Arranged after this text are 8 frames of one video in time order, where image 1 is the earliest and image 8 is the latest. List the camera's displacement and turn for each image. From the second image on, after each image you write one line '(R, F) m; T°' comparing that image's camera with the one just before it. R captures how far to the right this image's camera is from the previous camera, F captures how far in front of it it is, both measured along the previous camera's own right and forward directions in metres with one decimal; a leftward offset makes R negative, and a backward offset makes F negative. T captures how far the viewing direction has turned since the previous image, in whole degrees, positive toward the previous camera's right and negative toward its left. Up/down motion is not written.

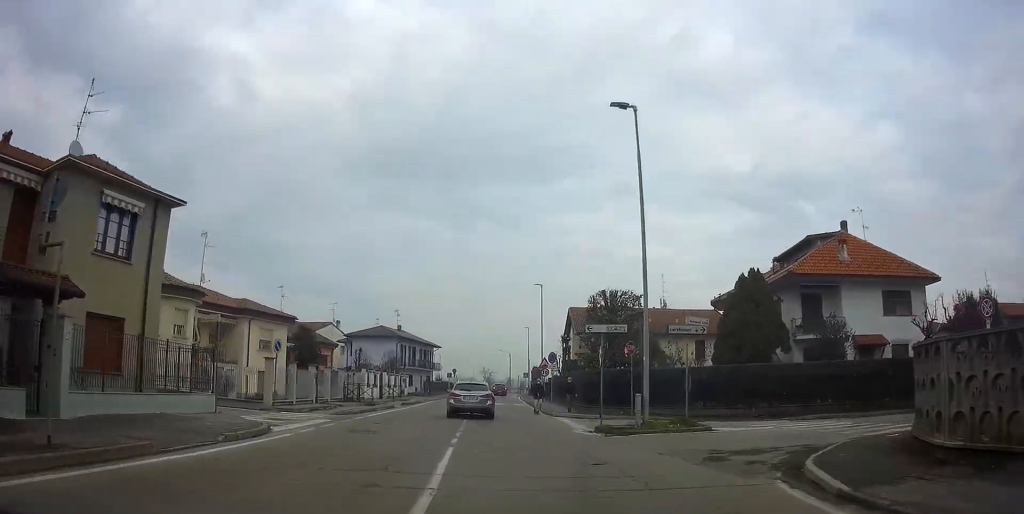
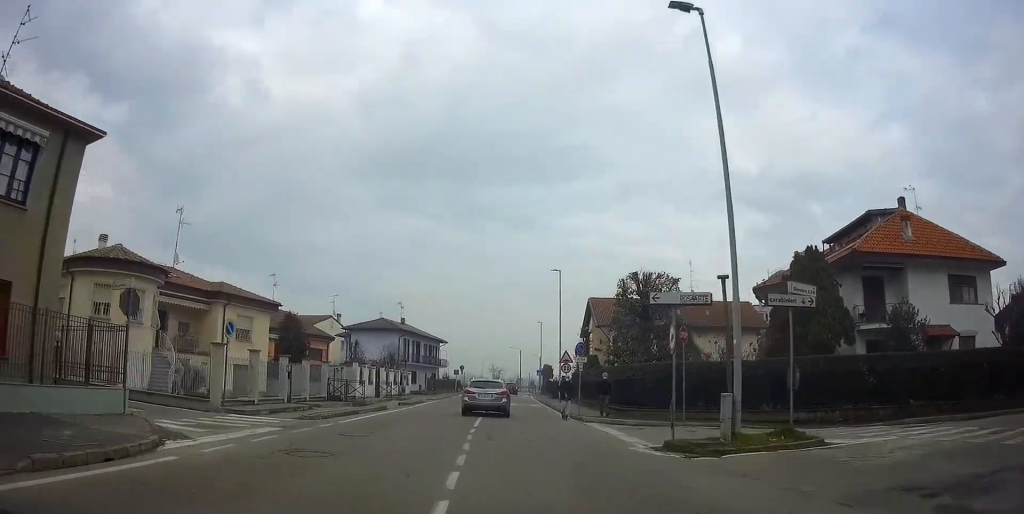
(-0.1, +5.8) m; -1°
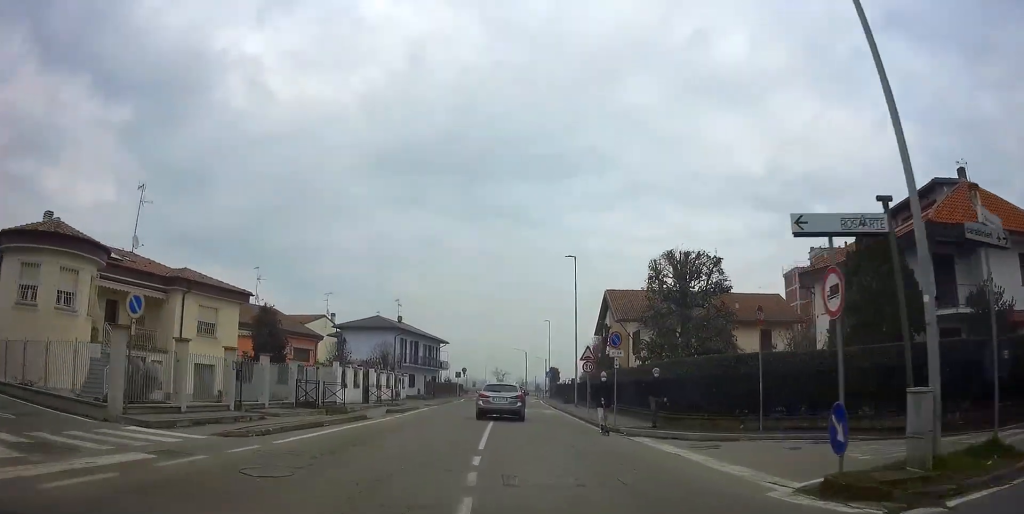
(-0.2, +5.8) m; 0°
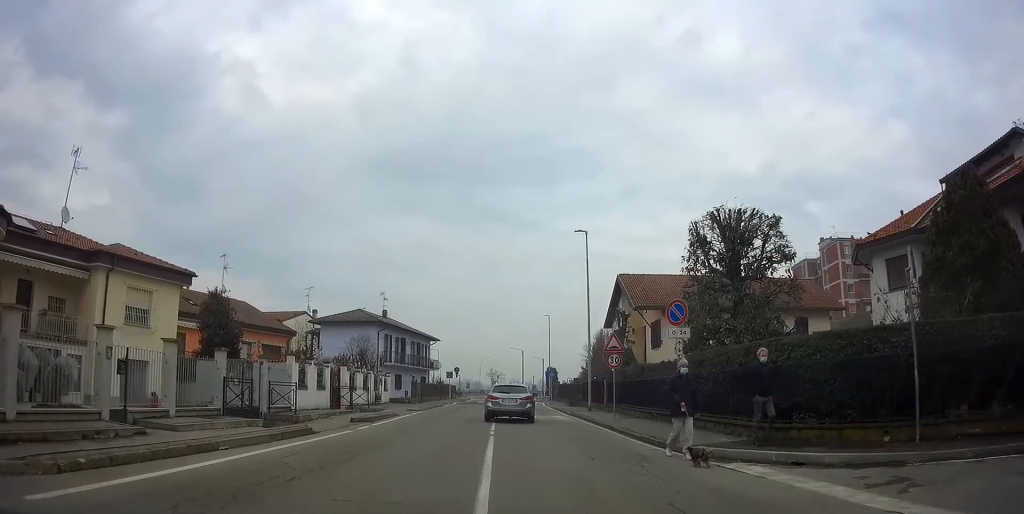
(0.0, +6.5) m; +2°
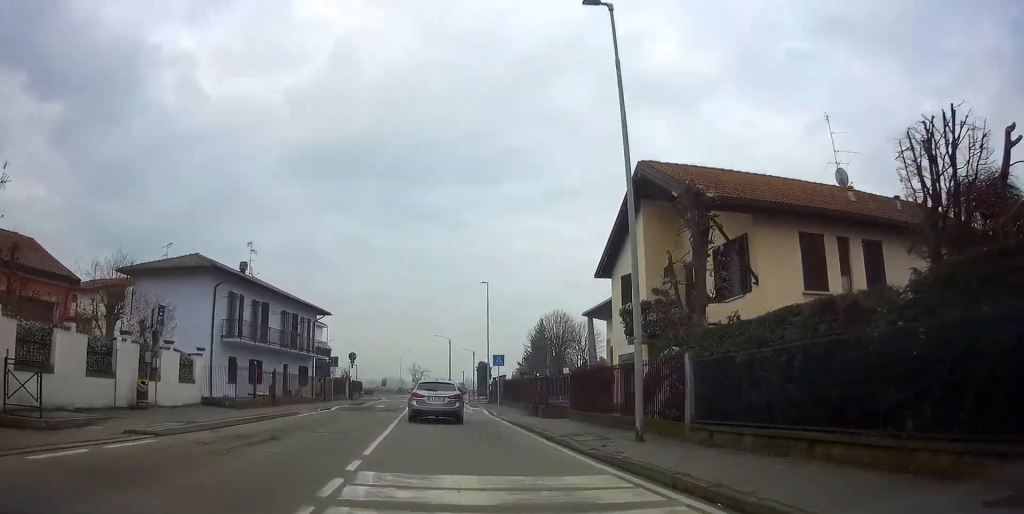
(+1.5, +21.0) m; +8°
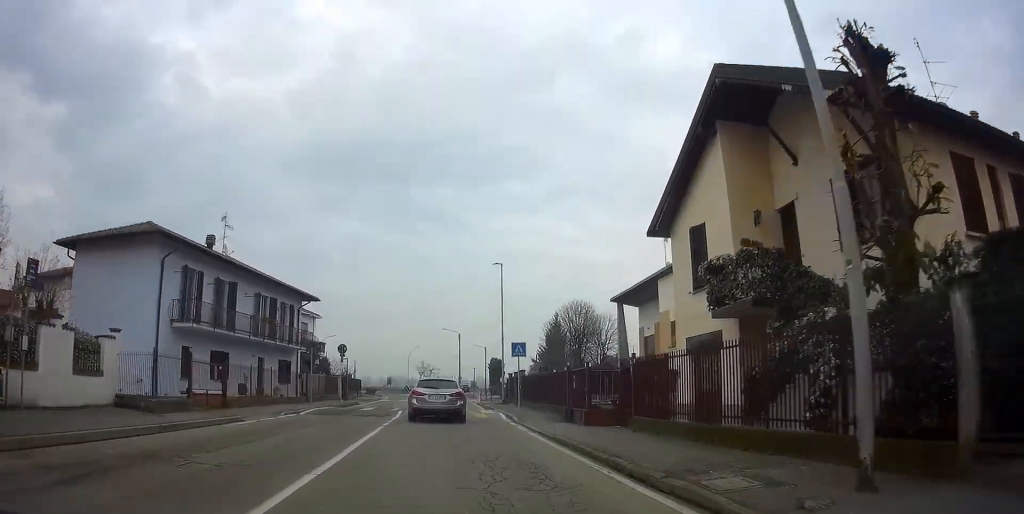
(+0.3, +6.8) m; 0°
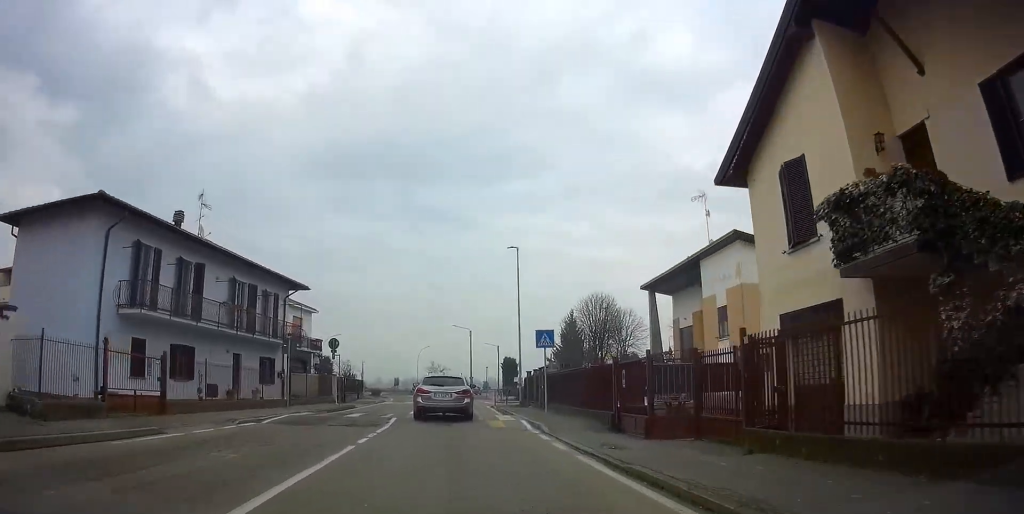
(0.0, +5.1) m; -1°
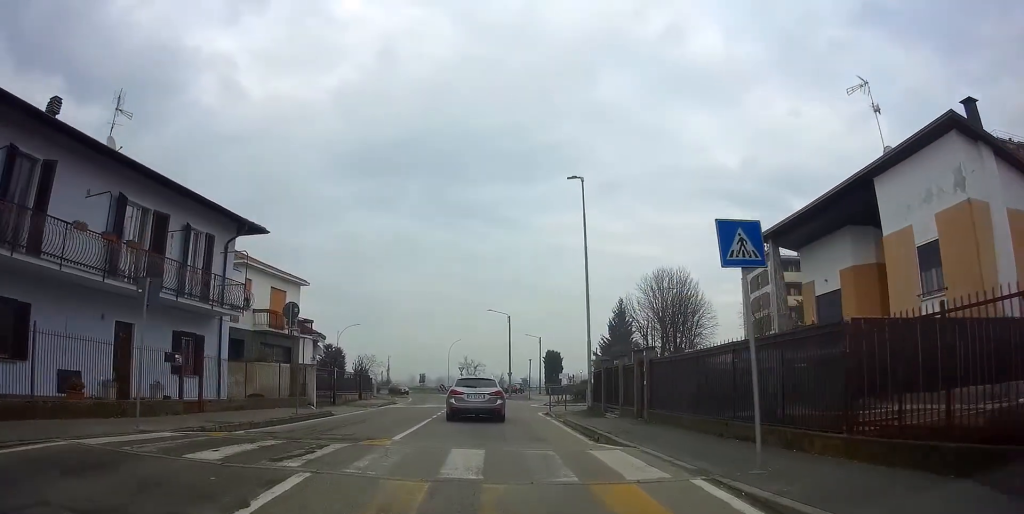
(-0.8, +12.7) m; -6°
